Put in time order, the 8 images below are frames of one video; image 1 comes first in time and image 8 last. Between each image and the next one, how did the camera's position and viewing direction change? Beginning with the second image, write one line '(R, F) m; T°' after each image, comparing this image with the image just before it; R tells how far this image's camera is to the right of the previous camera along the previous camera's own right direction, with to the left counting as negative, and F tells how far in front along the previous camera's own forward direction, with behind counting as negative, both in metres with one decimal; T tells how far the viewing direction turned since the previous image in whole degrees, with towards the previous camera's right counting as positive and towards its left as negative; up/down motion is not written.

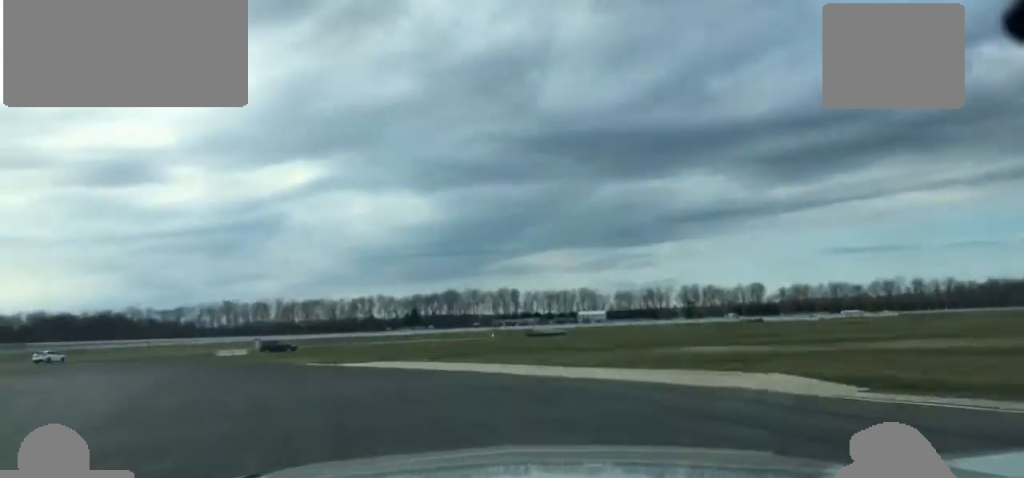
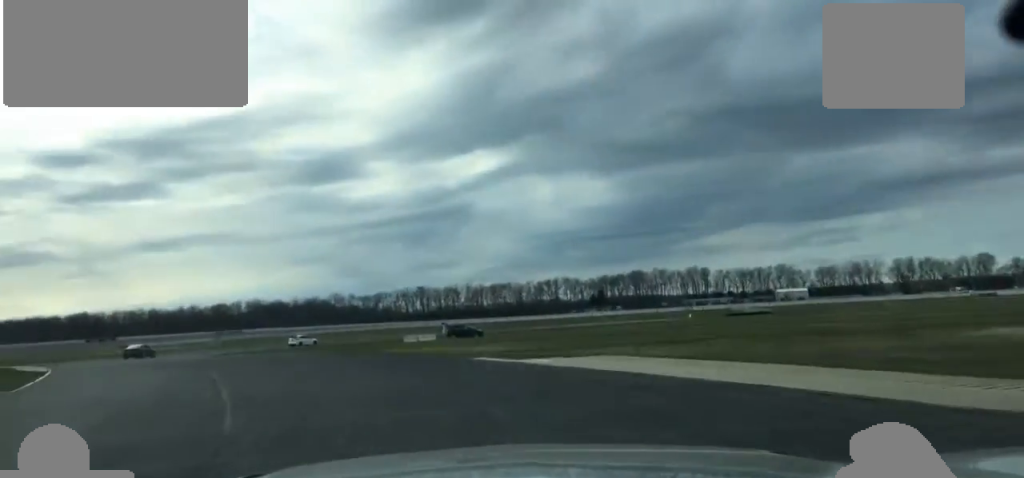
(-1.6, +10.6) m; -11°
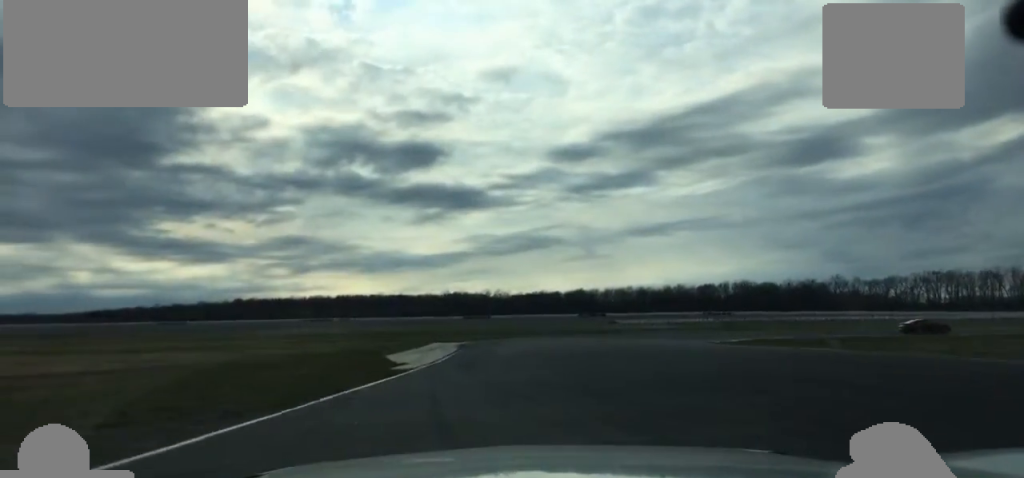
(-11.5, +38.0) m; -23°
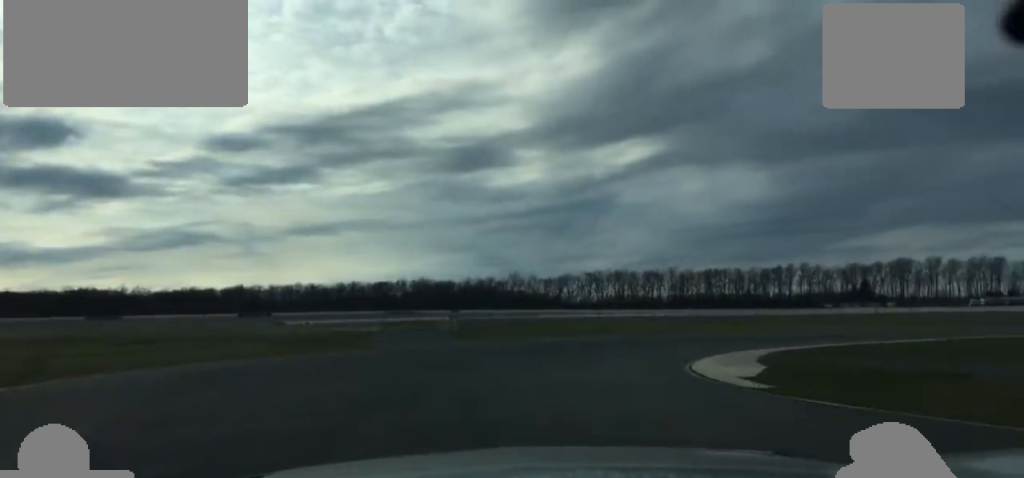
(+2.9, +40.4) m; +17°
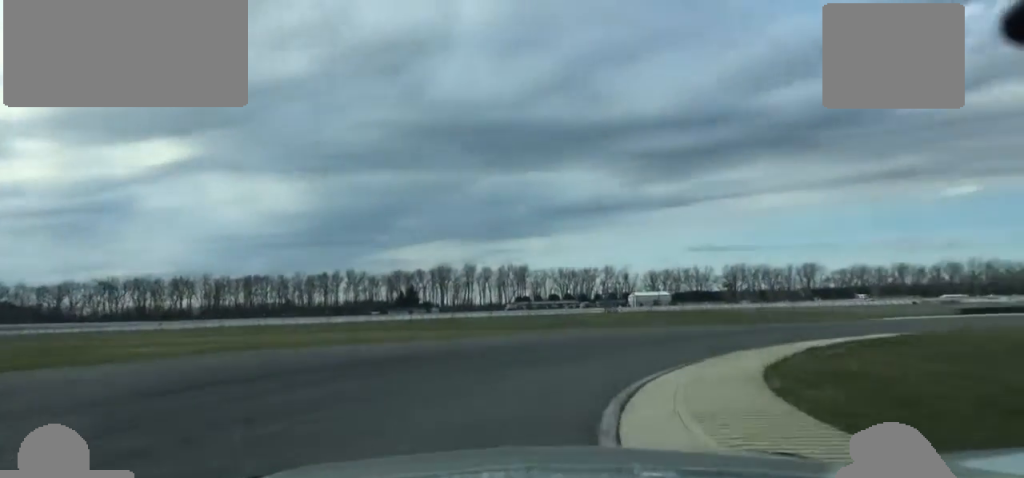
(+7.0, +31.0) m; +32°
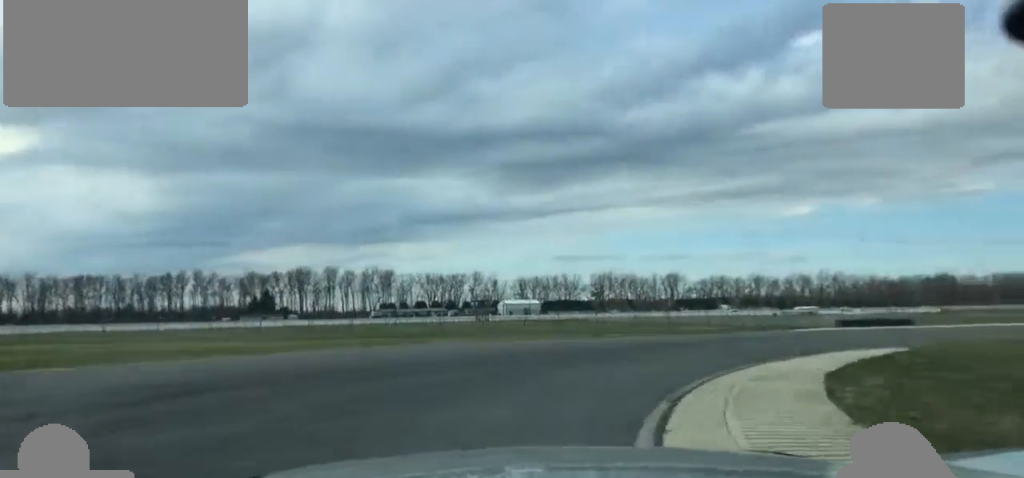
(+1.3, +8.2) m; +7°
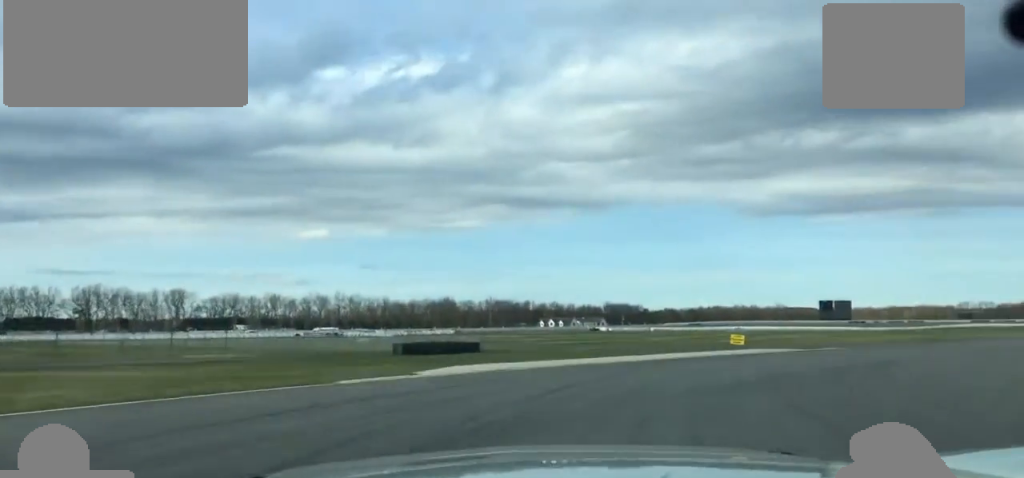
(+5.0, +25.5) m; +28°
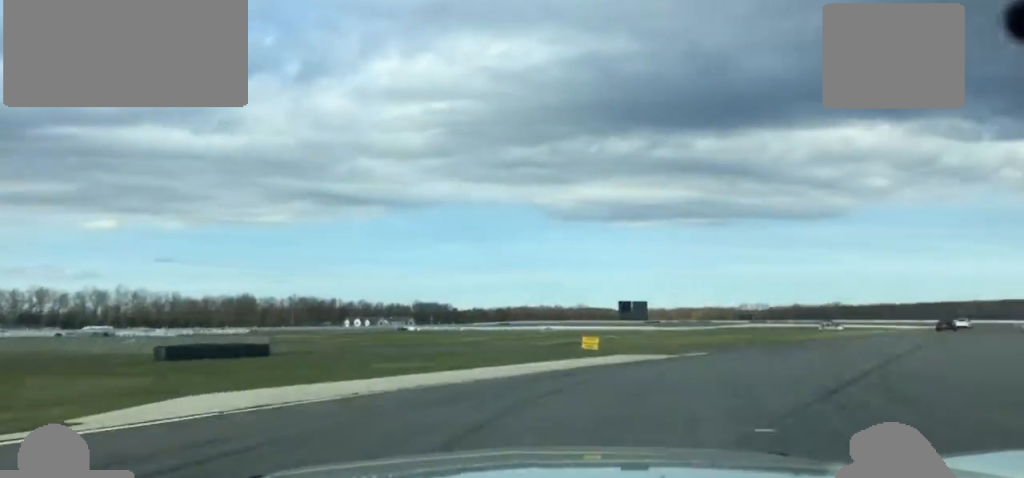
(-1.8, +9.7) m; +14°
